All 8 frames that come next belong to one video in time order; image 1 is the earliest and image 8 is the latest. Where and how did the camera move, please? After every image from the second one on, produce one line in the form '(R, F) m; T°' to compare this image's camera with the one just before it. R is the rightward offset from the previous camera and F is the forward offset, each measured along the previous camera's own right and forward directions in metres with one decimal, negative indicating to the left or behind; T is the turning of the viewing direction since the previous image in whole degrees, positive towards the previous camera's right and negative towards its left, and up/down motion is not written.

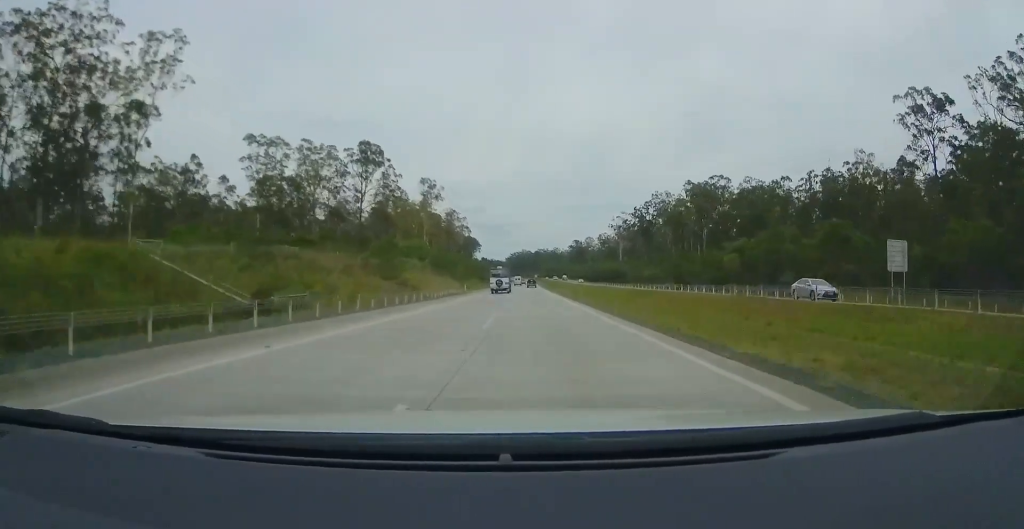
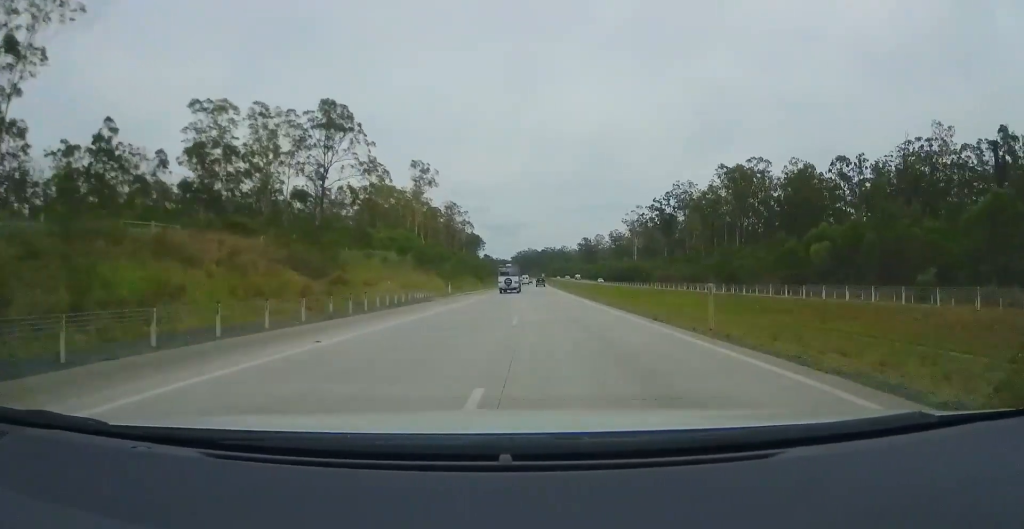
(+0.4, +23.5) m; 0°
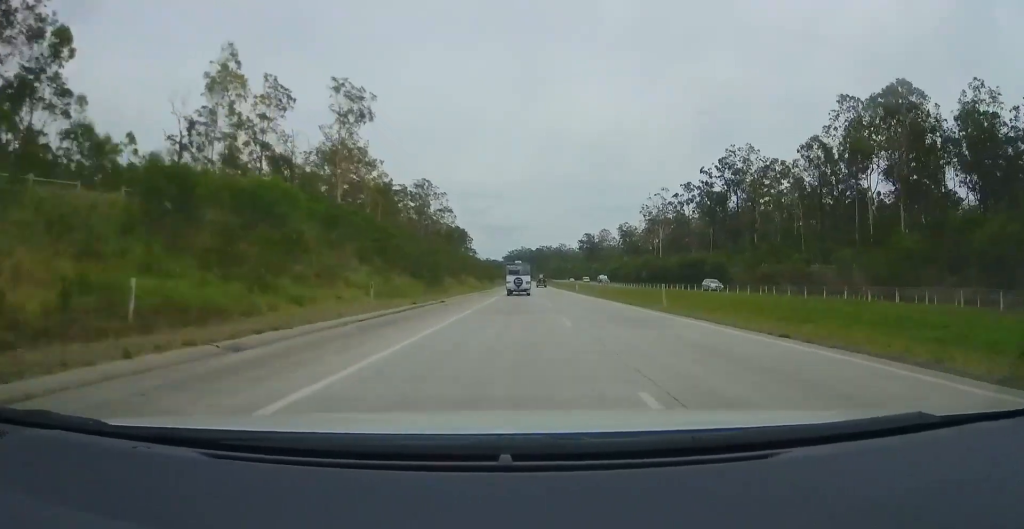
(-0.2, +63.0) m; +1°
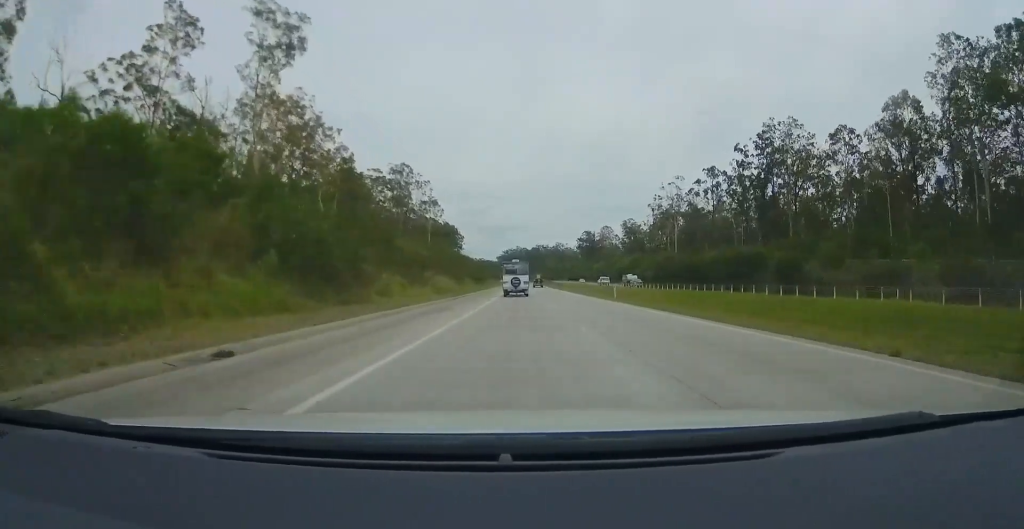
(-0.1, +29.2) m; +1°
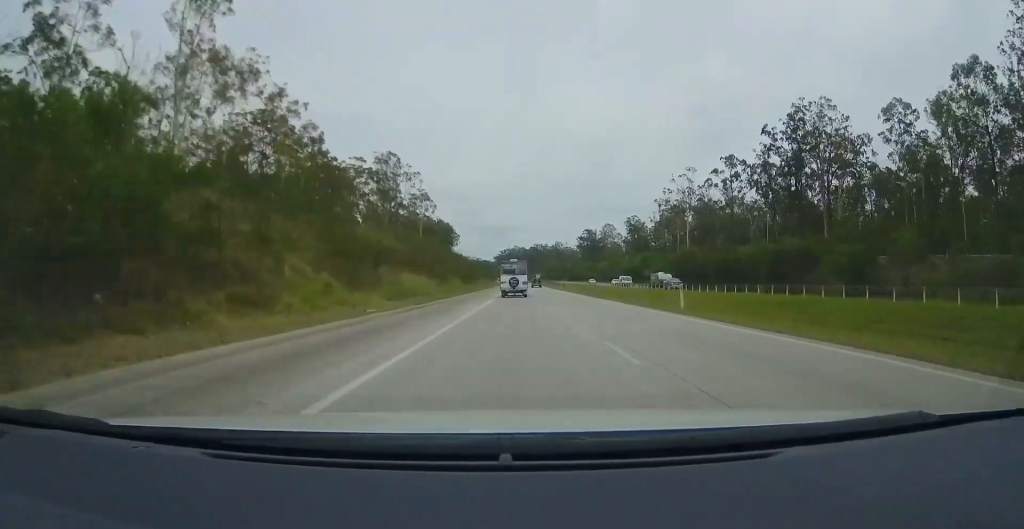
(+0.2, +15.1) m; 0°
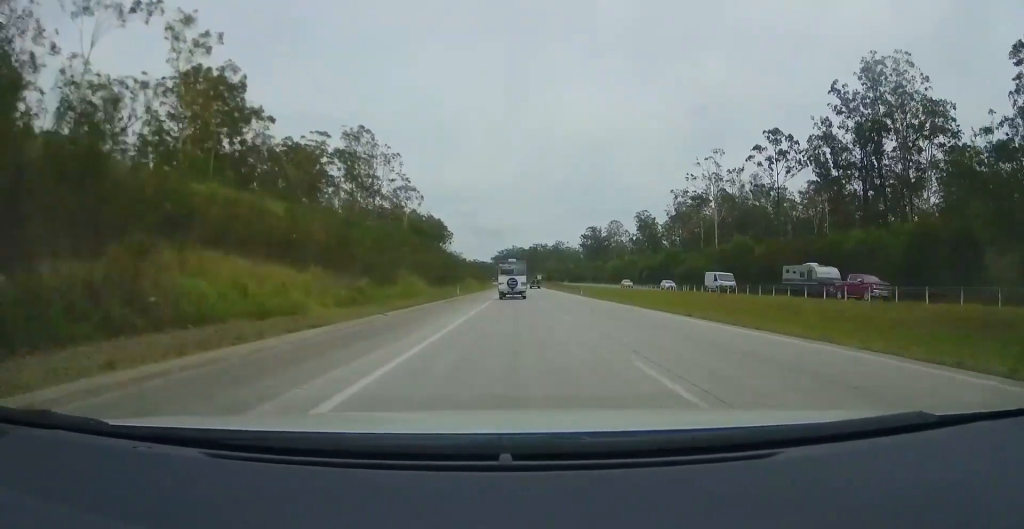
(0.0, +26.4) m; 0°
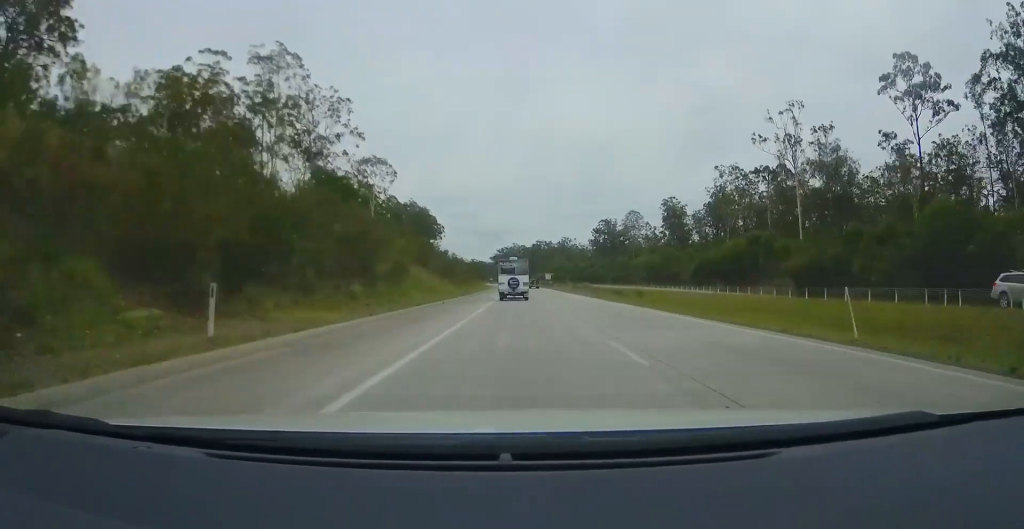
(-0.4, +45.4) m; 0°
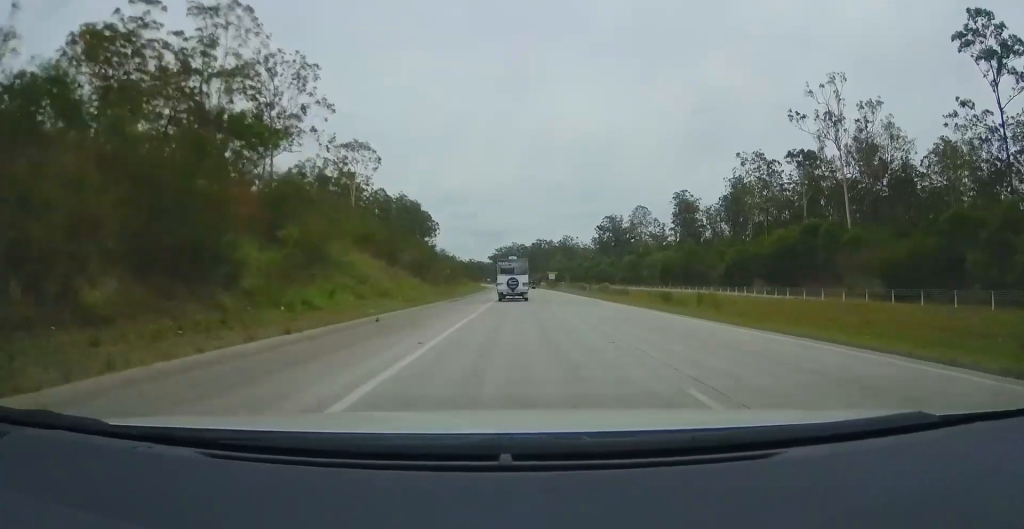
(-0.1, +16.9) m; 0°
